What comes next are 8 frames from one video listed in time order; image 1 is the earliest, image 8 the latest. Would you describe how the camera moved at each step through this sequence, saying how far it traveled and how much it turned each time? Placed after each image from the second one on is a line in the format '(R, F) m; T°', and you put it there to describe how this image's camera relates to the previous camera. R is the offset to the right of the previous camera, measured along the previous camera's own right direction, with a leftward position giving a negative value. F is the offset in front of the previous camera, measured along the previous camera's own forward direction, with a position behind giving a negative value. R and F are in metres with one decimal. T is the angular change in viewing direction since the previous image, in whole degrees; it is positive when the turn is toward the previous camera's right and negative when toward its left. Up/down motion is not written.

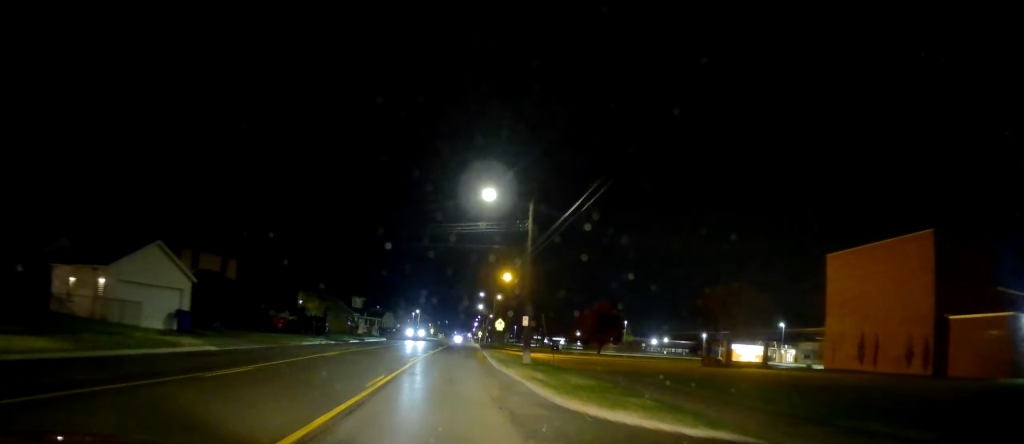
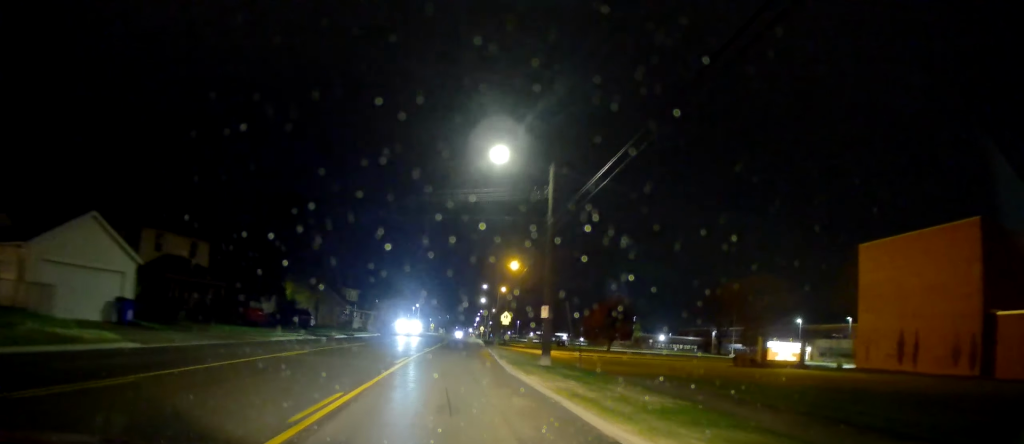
(-0.1, +6.8) m; 0°
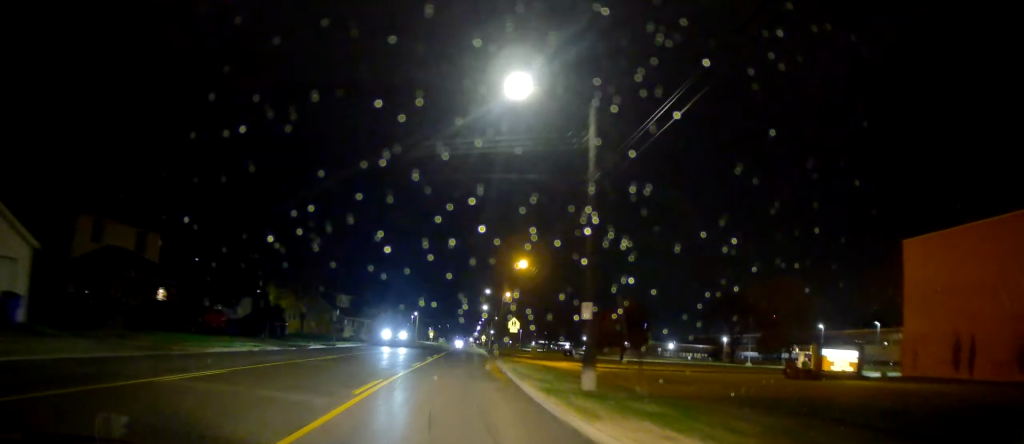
(0.0, +7.8) m; 0°
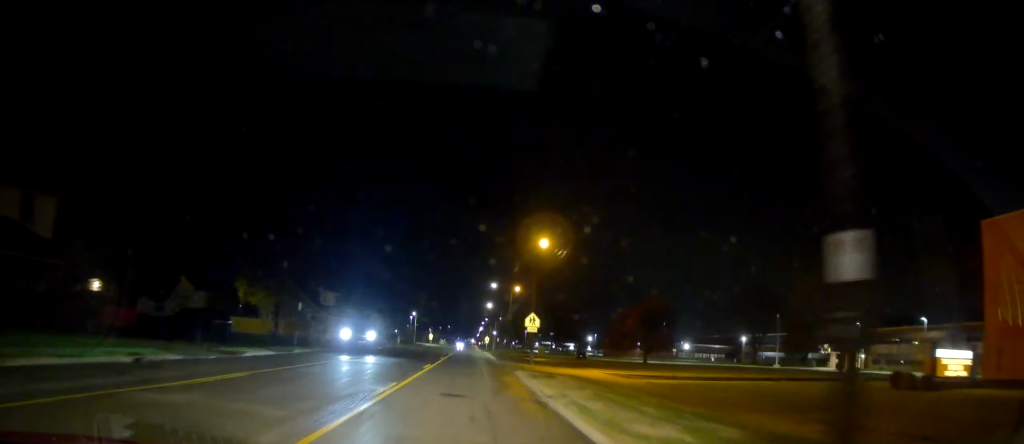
(0.0, +11.6) m; 0°
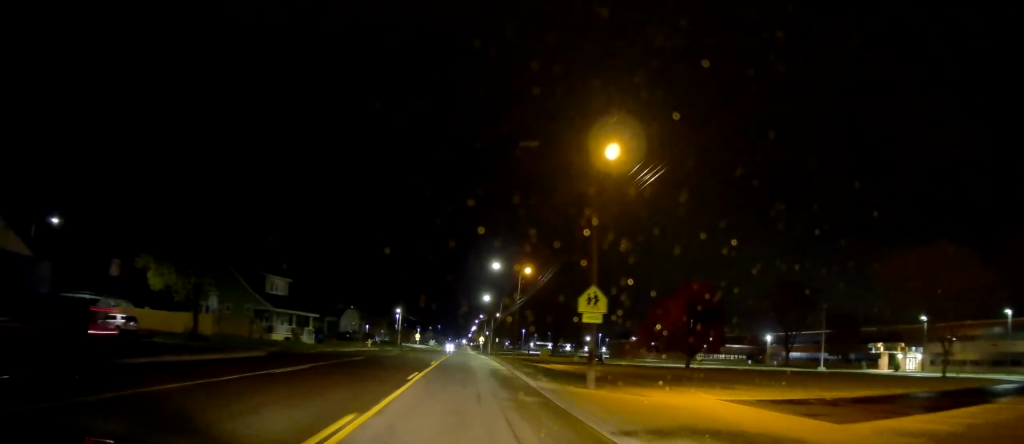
(0.0, +19.5) m; -1°
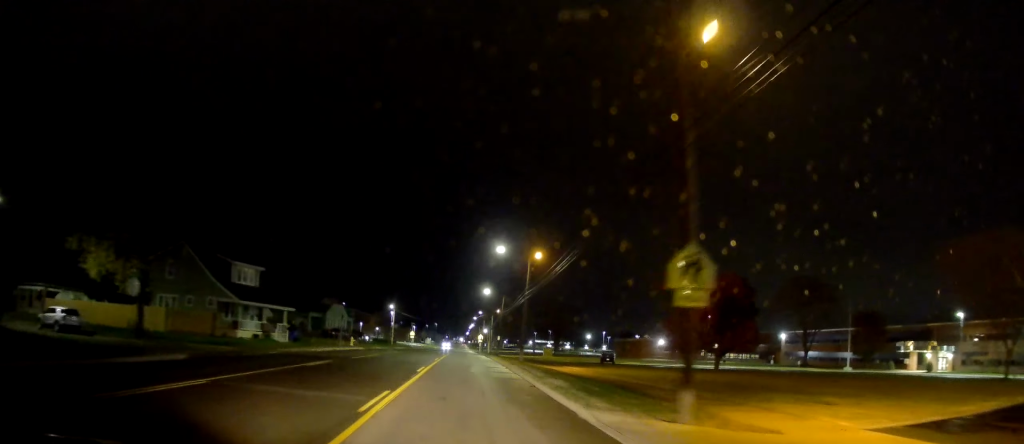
(-0.1, +8.8) m; -1°
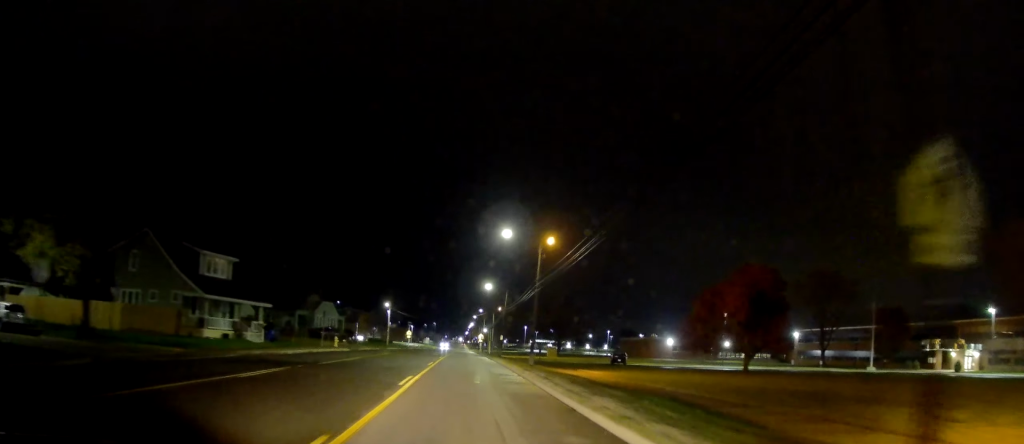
(0.0, +6.7) m; 0°
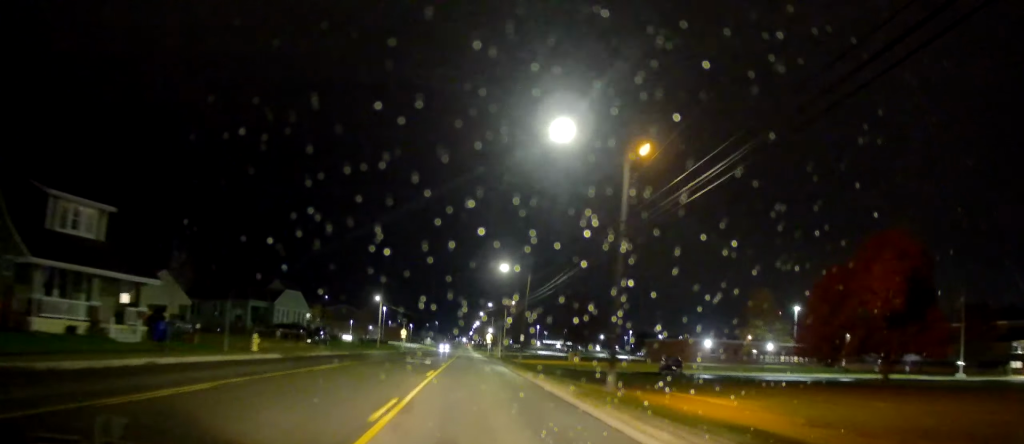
(-0.1, +19.9) m; +1°
